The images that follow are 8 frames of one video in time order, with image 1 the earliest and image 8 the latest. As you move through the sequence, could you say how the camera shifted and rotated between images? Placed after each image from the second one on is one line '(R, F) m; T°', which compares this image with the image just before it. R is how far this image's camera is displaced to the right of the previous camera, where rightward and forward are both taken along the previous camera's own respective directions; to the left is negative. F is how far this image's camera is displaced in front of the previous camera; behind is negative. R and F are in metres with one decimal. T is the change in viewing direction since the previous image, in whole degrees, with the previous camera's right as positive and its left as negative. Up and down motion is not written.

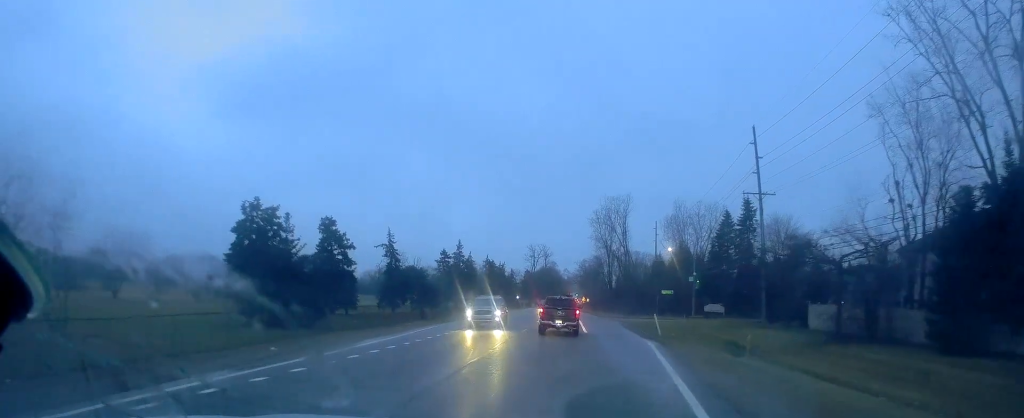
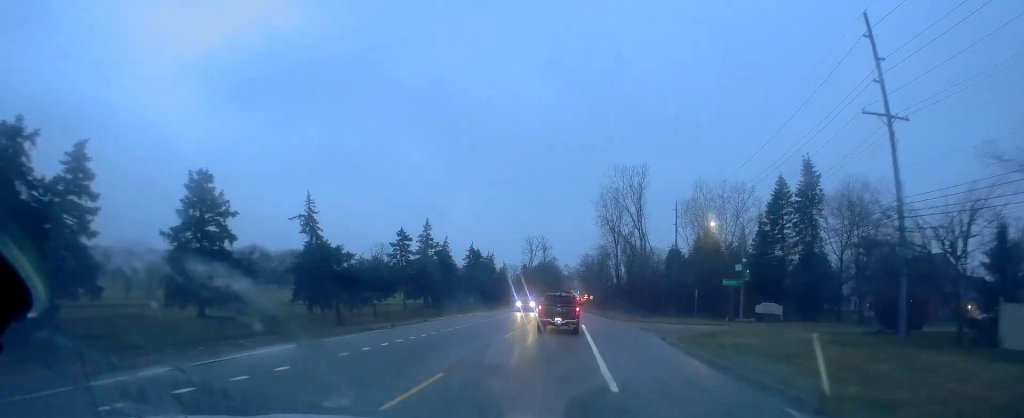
(+0.5, +22.1) m; -1°
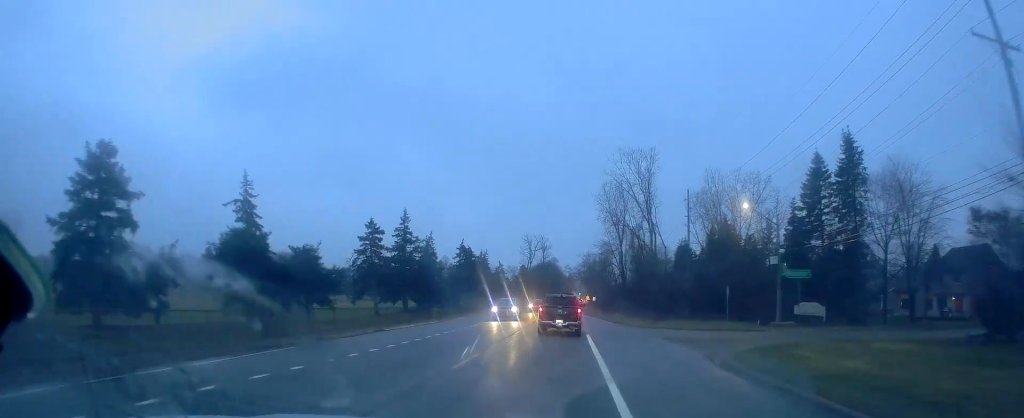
(-0.2, +9.9) m; -1°
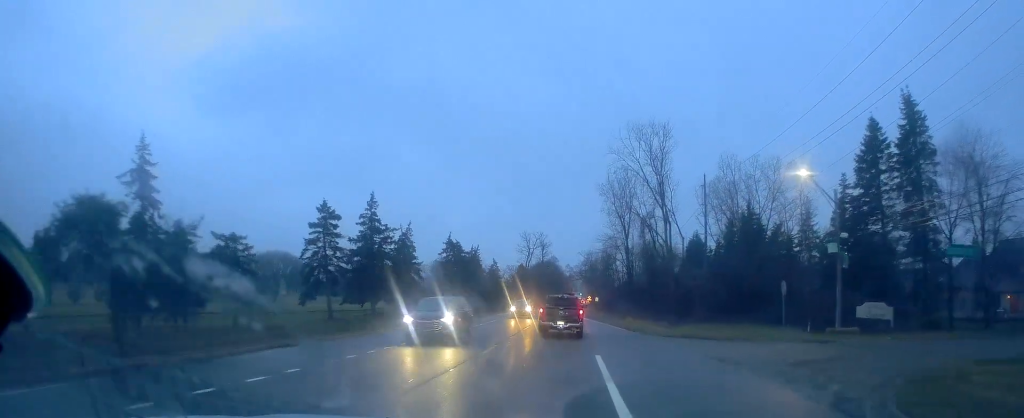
(-0.5, +10.9) m; 0°
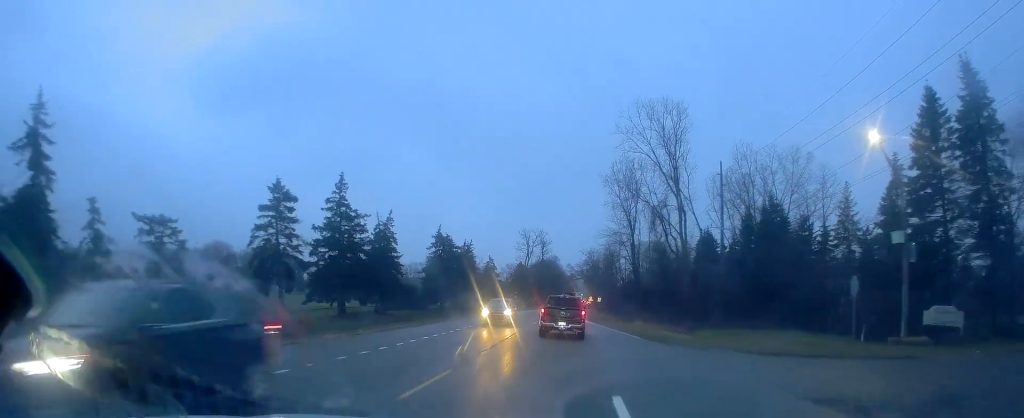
(+0.4, +8.0) m; +1°
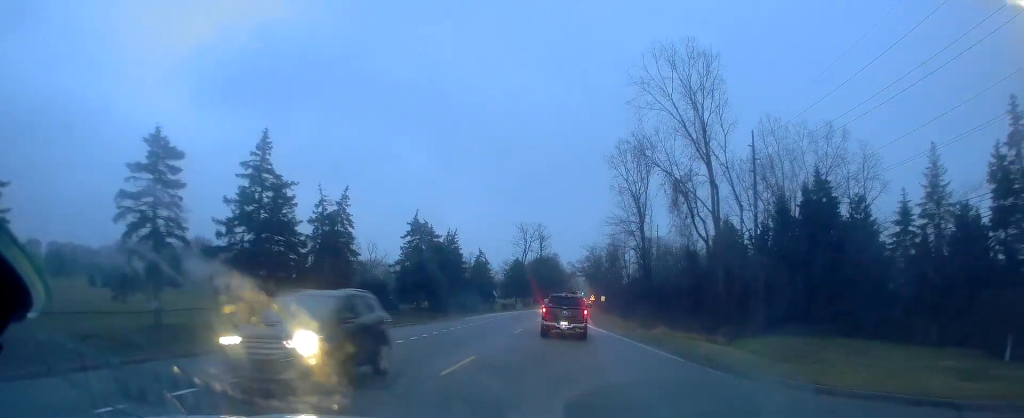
(+0.1, +12.9) m; +1°
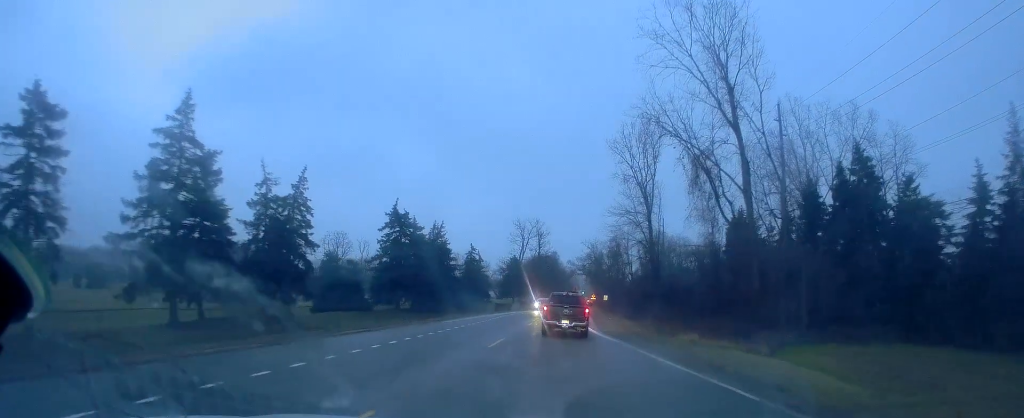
(-0.2, +8.4) m; 0°
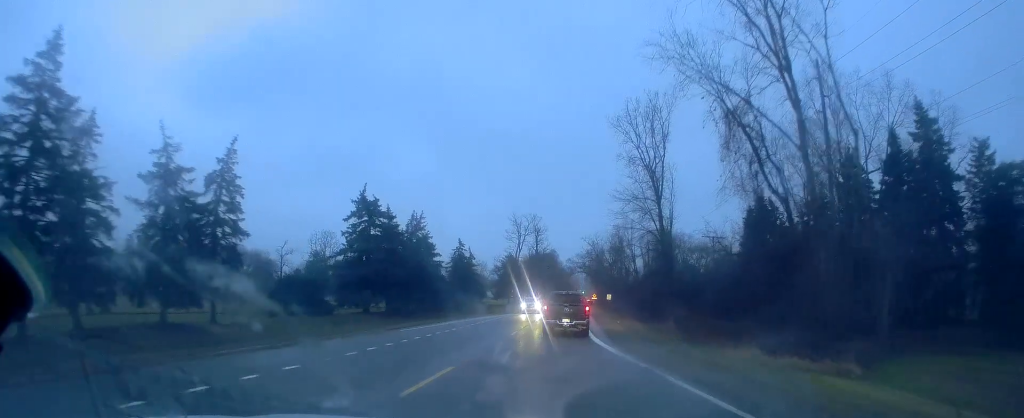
(+0.3, +9.6) m; -1°
